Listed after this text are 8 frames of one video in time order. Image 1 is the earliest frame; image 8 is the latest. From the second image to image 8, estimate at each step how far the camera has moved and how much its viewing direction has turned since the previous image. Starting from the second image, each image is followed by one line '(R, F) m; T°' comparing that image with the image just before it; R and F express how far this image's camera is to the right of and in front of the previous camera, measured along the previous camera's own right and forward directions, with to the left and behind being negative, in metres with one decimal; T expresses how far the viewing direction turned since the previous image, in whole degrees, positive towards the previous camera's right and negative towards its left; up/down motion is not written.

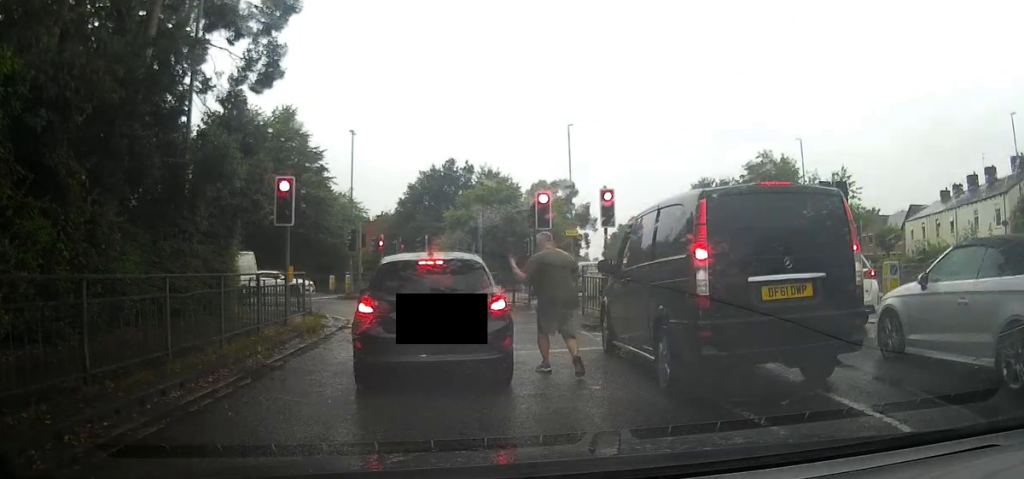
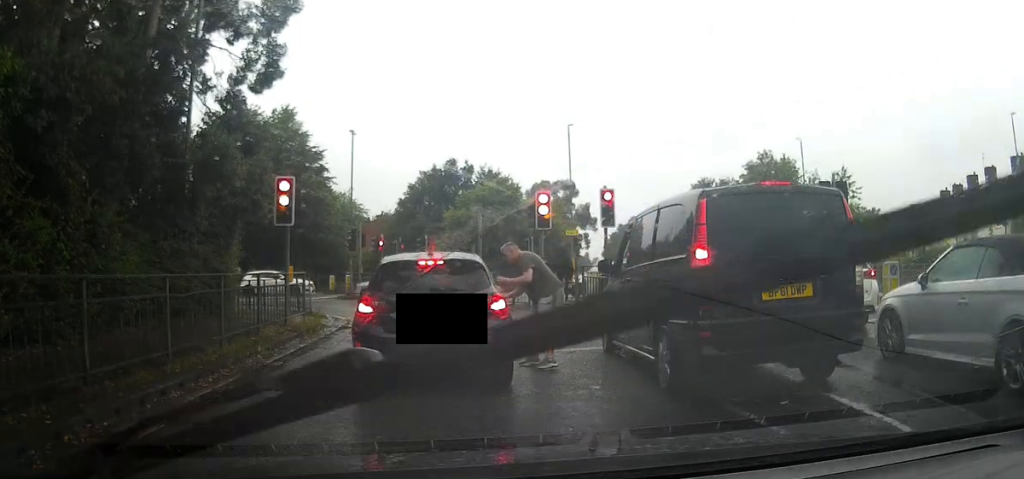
(0.0, 0.0) m; 0°
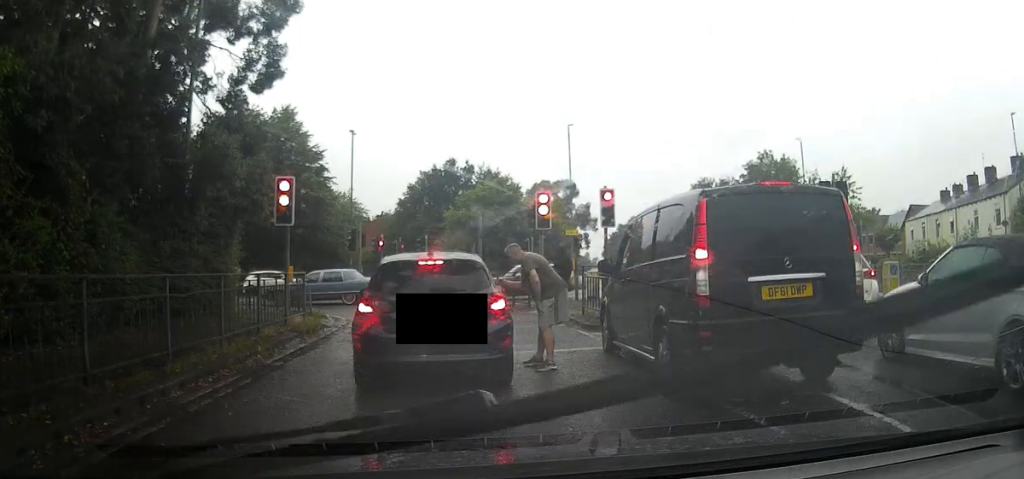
(0.0, 0.0) m; 0°
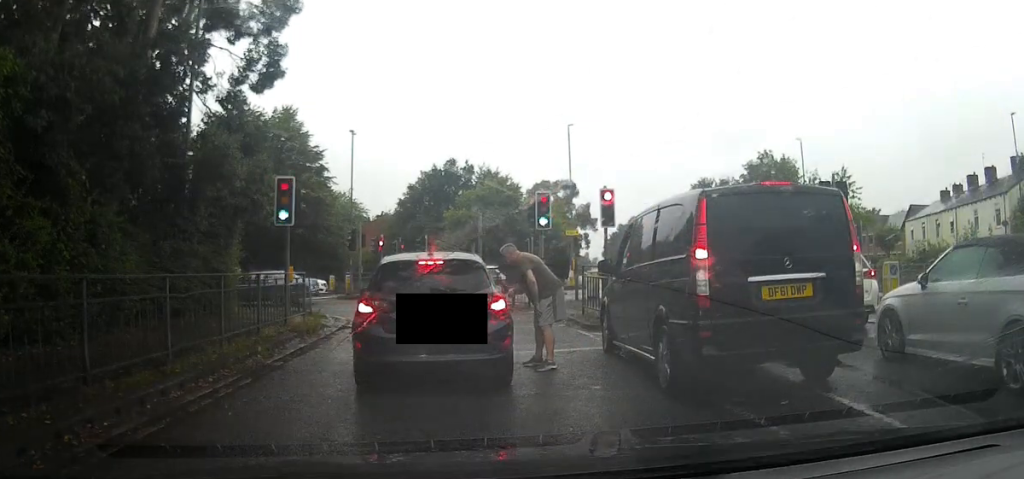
(0.0, 0.0) m; 0°
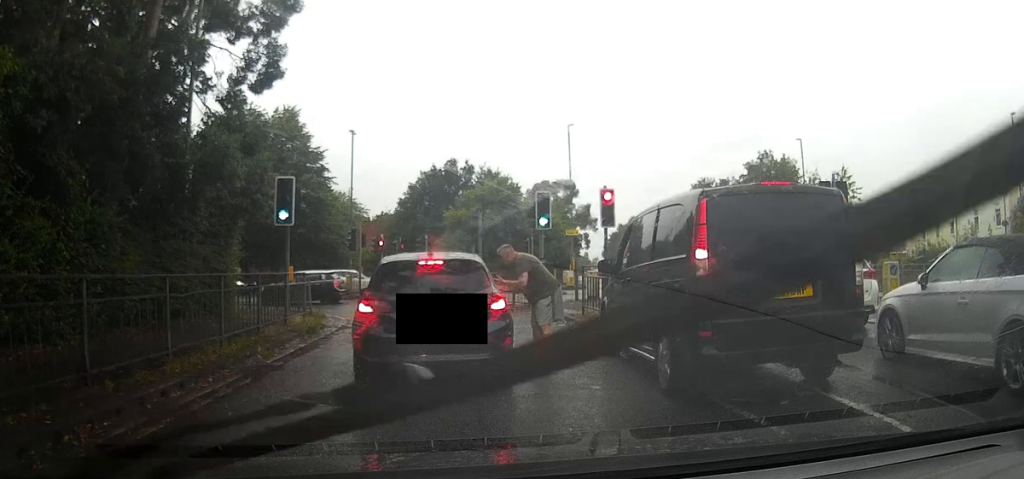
(0.0, 0.0) m; 0°
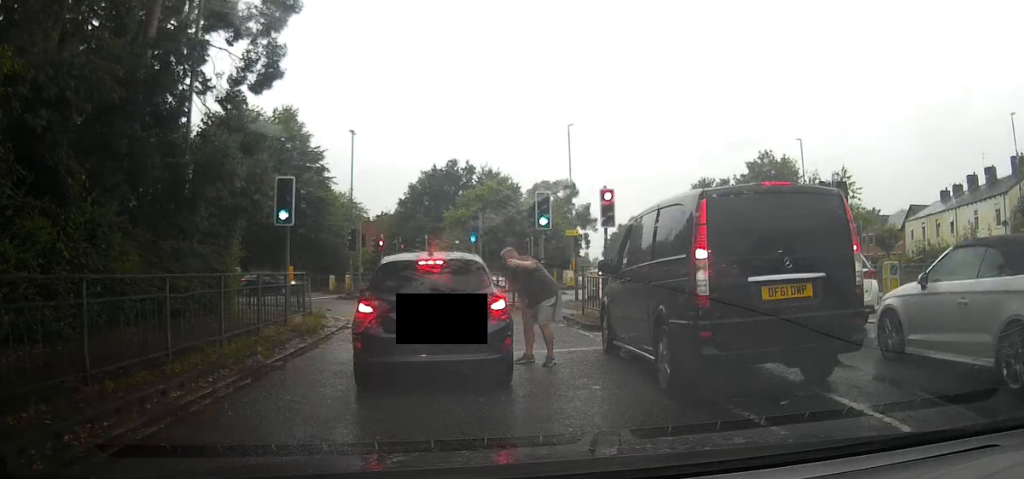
(0.0, 0.0) m; 0°
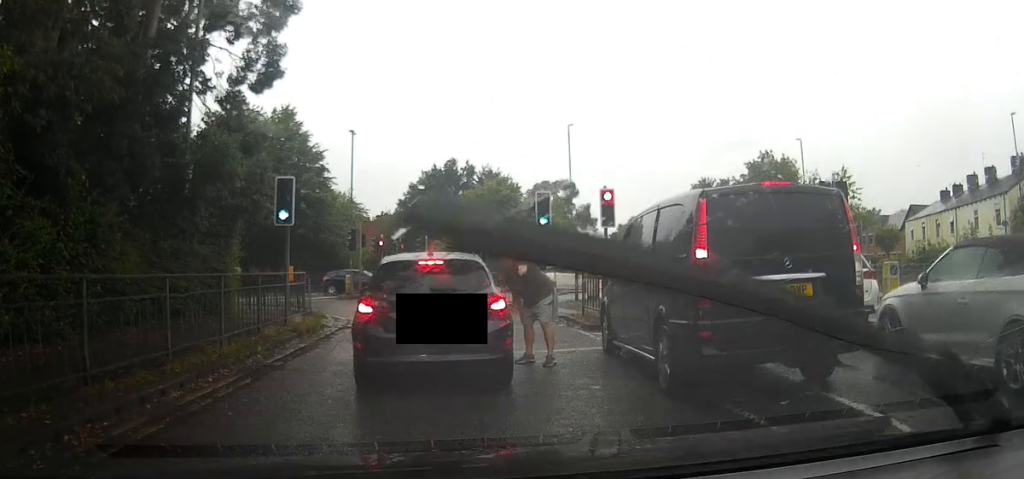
(0.0, 0.0) m; 0°
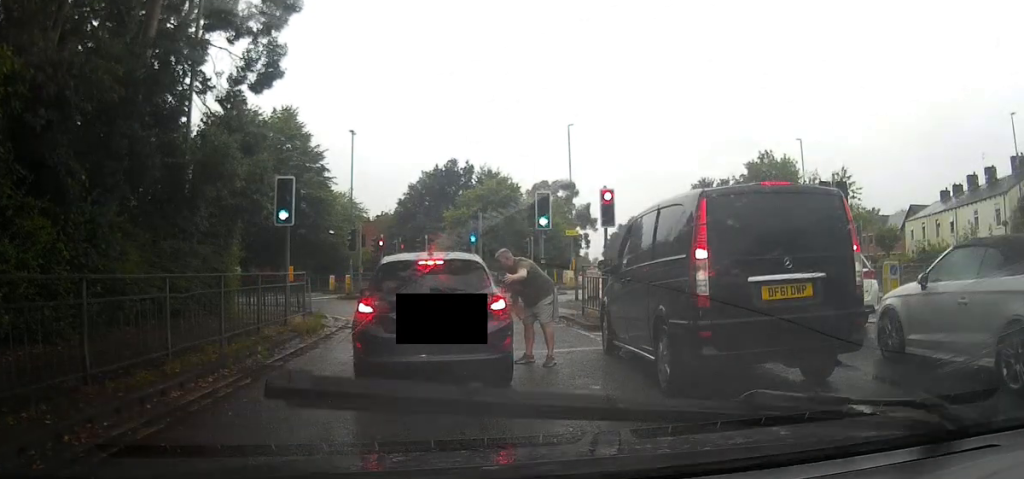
(0.0, 0.0) m; 0°
